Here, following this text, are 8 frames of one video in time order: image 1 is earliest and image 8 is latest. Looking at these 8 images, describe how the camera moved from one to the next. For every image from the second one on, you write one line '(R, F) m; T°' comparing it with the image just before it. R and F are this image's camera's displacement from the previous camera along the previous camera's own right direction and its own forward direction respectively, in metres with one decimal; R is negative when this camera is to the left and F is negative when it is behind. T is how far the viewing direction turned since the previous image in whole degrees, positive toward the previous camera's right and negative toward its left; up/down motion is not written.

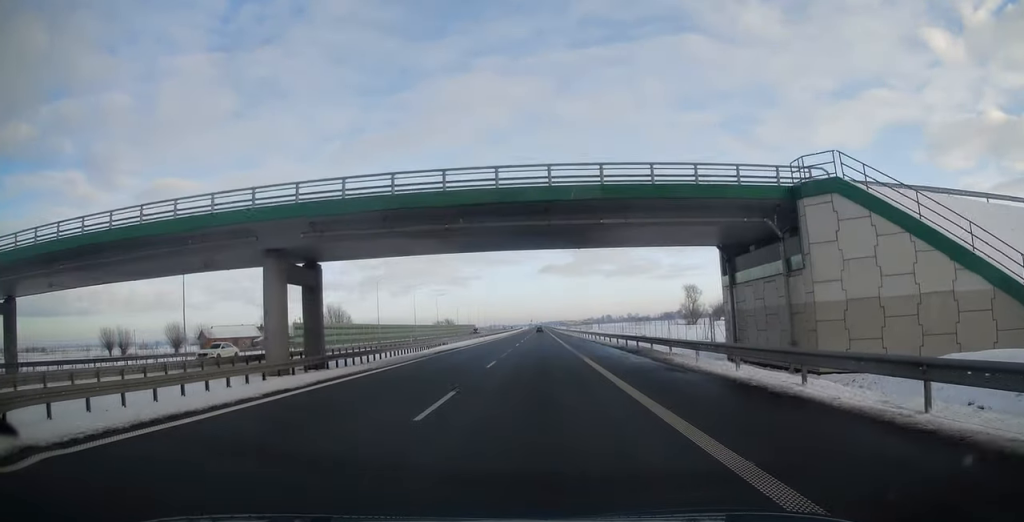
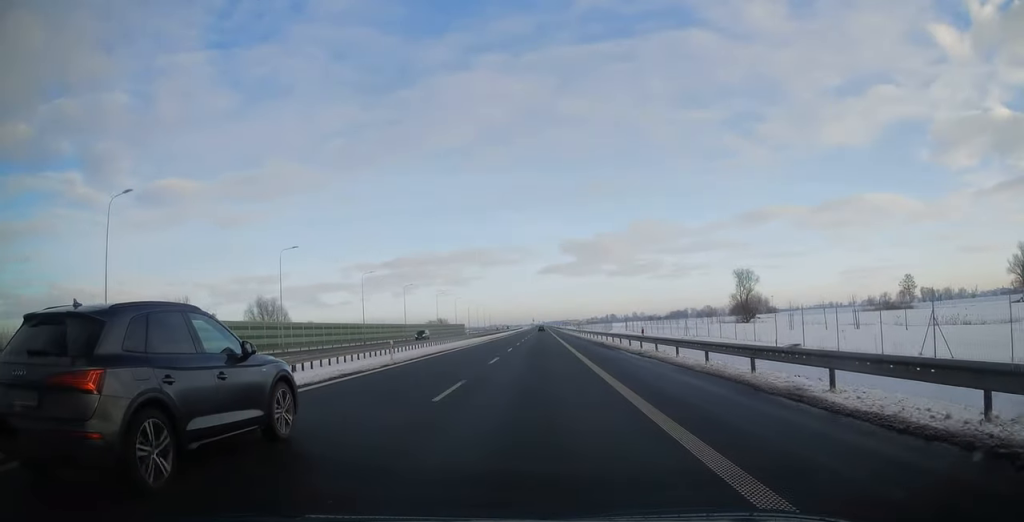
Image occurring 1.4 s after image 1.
(+0.3, +45.2) m; 0°
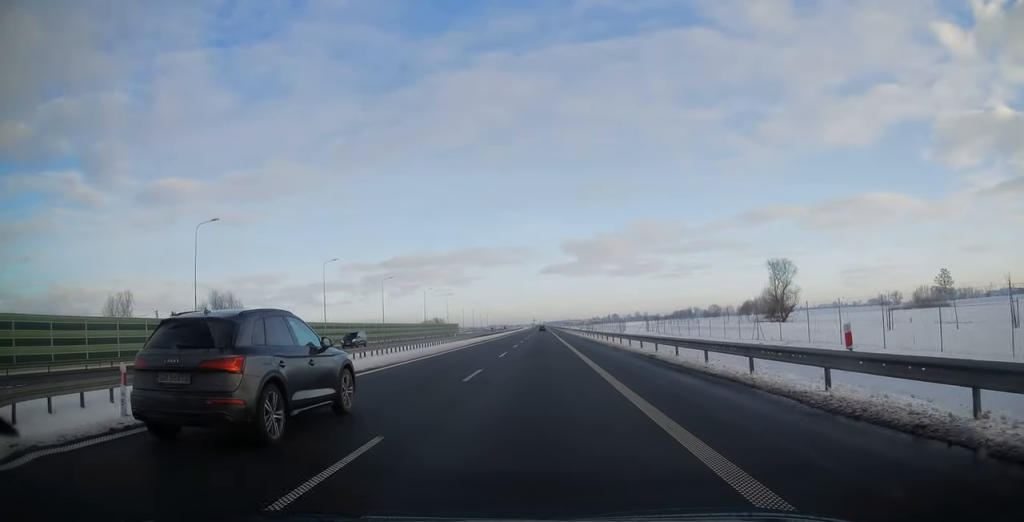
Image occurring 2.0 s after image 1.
(0.0, +19.7) m; 0°
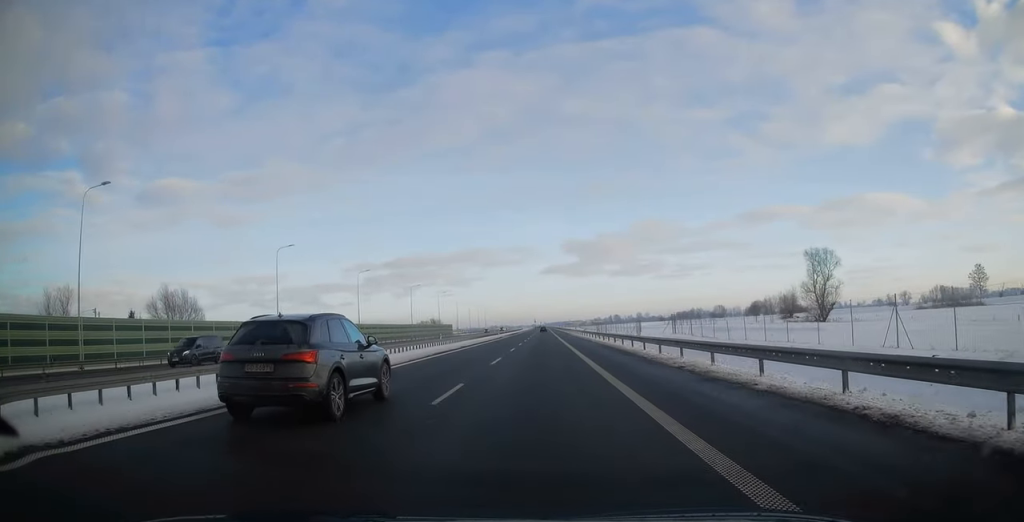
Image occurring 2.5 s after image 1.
(-0.1, +16.5) m; 0°
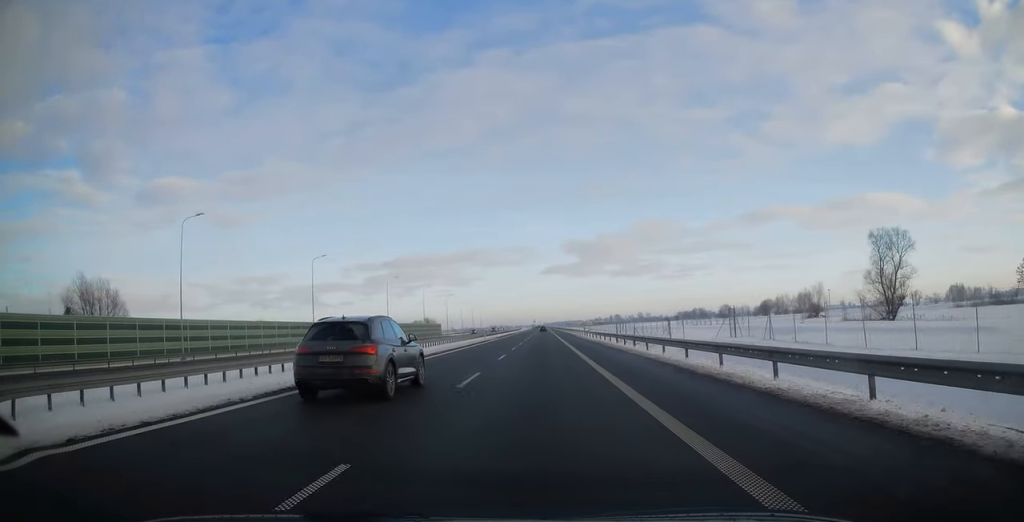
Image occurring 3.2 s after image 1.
(-0.1, +20.7) m; 0°
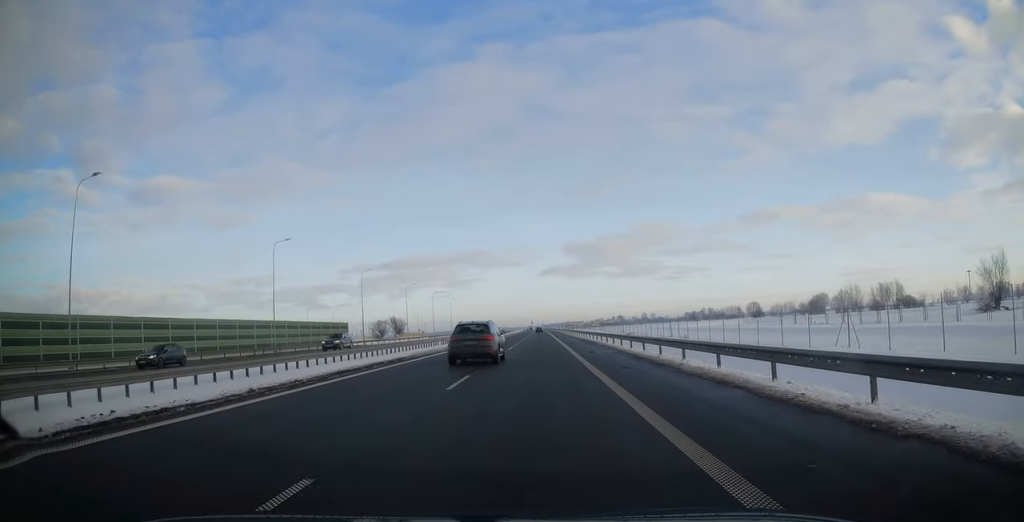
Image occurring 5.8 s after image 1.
(+0.7, +83.8) m; 0°
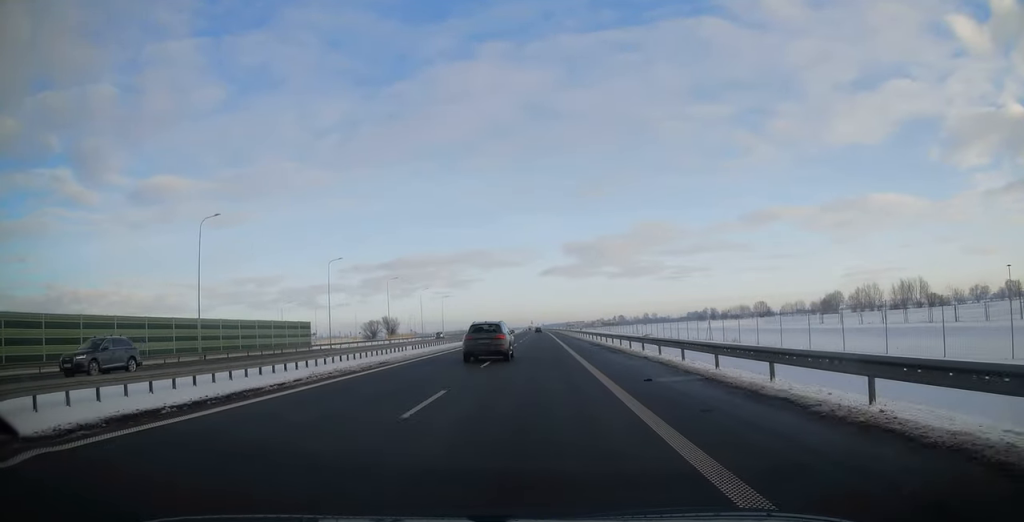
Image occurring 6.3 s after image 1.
(0.0, +15.9) m; 0°
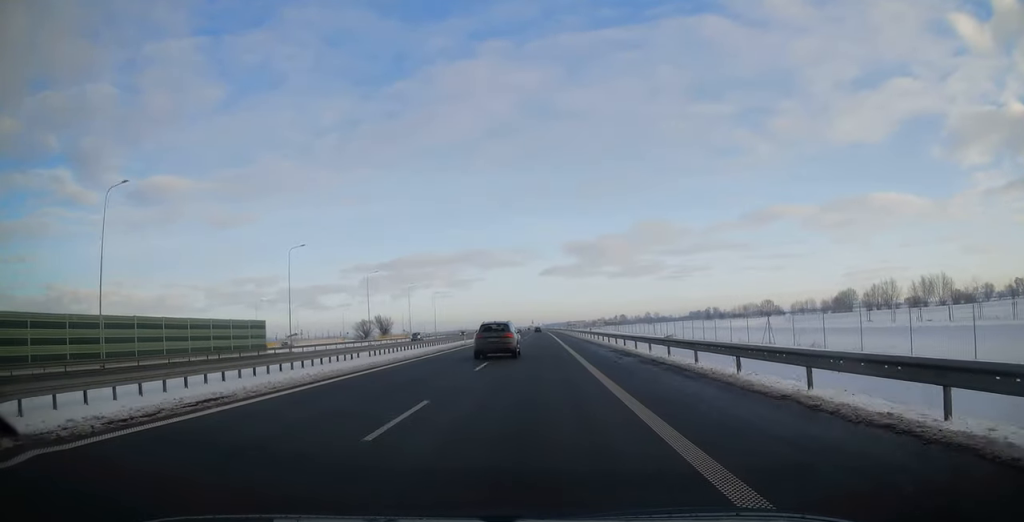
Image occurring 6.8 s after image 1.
(-0.1, +13.8) m; 0°
